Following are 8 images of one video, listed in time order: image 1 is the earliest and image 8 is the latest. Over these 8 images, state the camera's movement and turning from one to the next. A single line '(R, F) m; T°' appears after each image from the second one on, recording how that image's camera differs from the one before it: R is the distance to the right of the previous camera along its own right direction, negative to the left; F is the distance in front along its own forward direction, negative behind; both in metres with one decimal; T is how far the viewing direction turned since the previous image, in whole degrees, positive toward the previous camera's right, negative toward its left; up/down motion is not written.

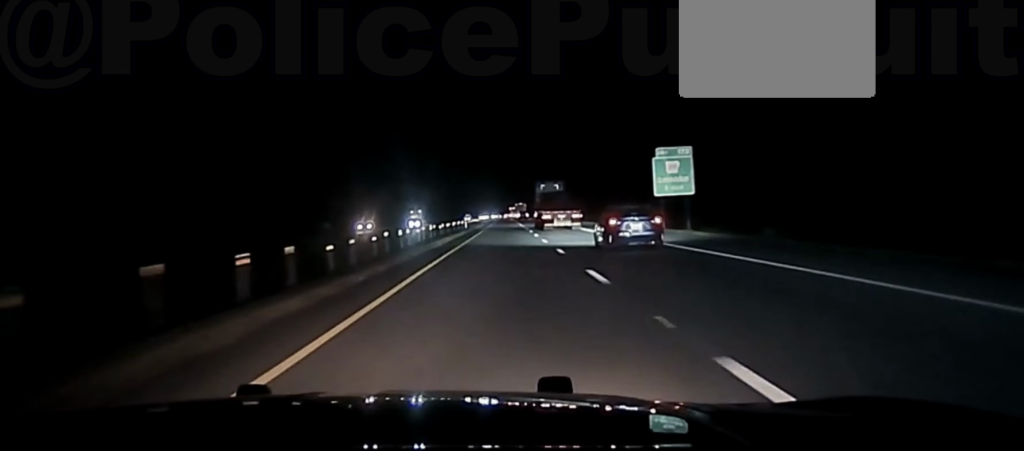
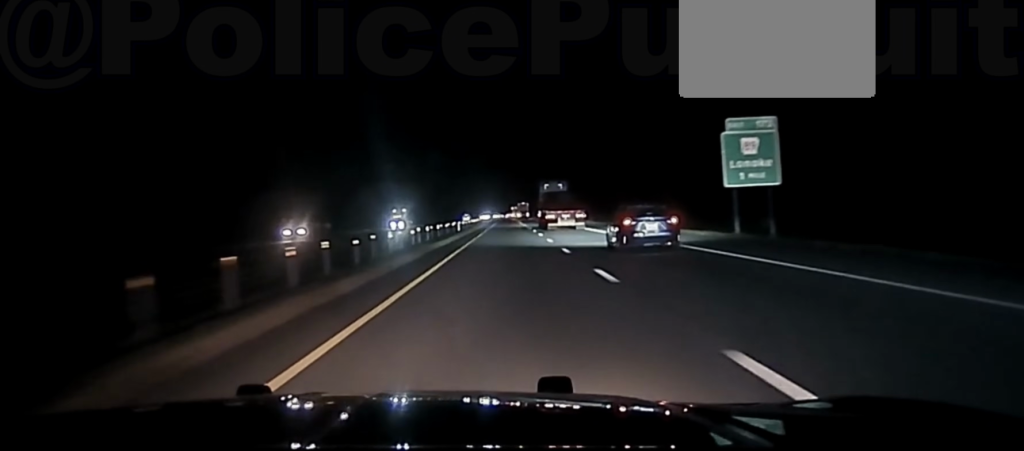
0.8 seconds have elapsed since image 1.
(-0.3, +23.2) m; -1°
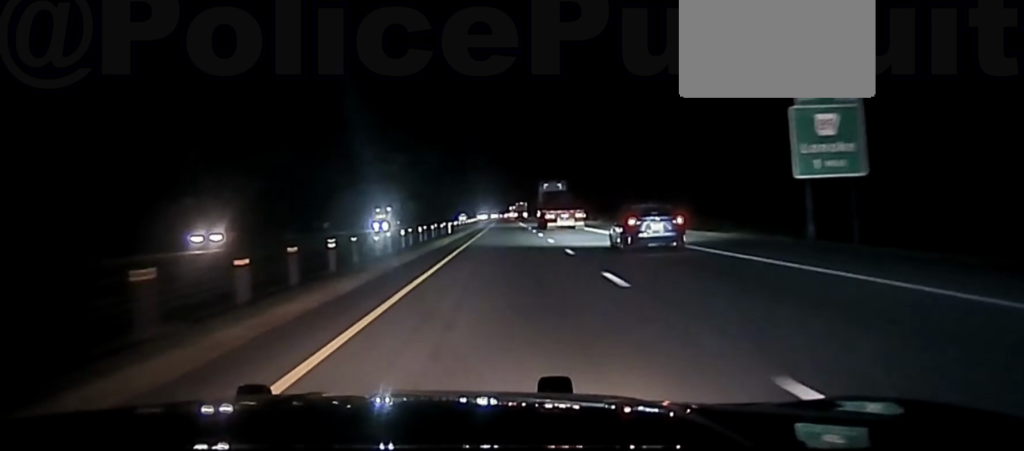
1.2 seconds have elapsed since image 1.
(0.0, +13.8) m; 0°
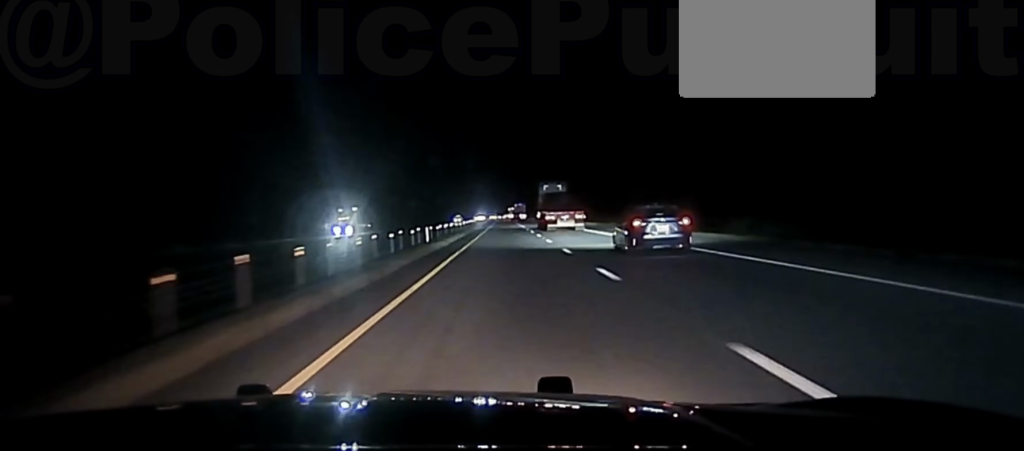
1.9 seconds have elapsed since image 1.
(0.0, +20.3) m; 0°
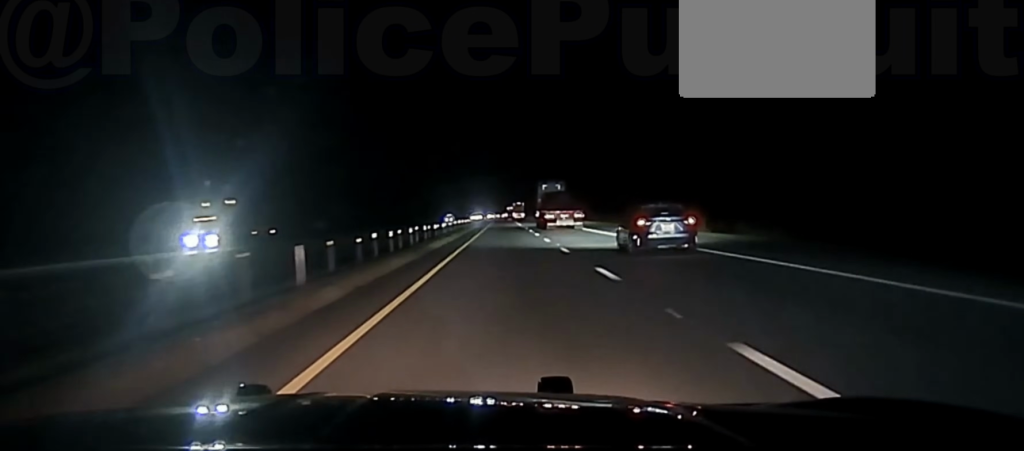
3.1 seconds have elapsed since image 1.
(0.0, +33.5) m; 0°
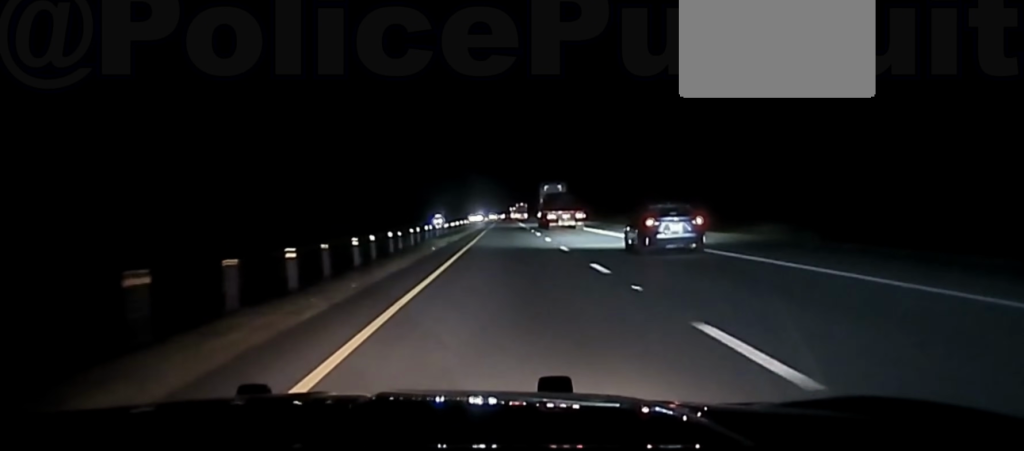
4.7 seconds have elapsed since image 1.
(0.0, +46.4) m; 0°
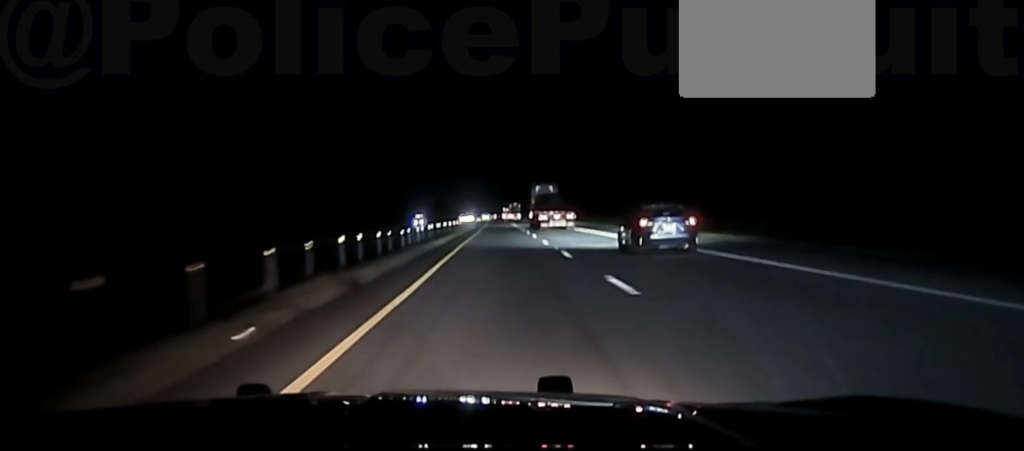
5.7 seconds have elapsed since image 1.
(0.0, +30.2) m; 0°
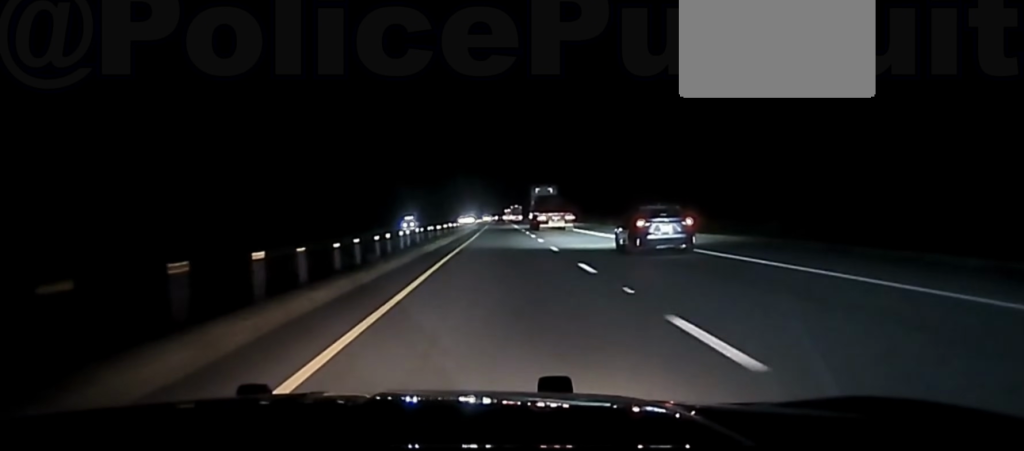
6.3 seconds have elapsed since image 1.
(0.0, +19.4) m; 0°
